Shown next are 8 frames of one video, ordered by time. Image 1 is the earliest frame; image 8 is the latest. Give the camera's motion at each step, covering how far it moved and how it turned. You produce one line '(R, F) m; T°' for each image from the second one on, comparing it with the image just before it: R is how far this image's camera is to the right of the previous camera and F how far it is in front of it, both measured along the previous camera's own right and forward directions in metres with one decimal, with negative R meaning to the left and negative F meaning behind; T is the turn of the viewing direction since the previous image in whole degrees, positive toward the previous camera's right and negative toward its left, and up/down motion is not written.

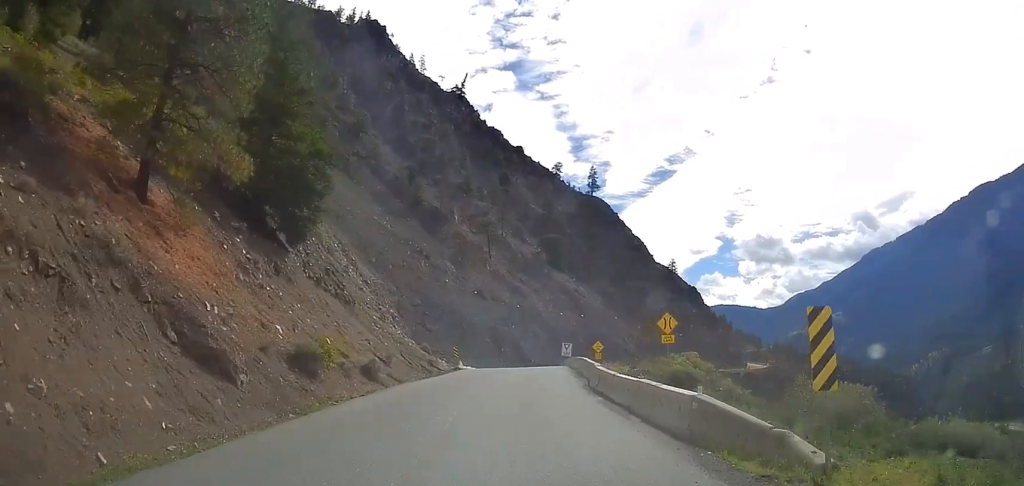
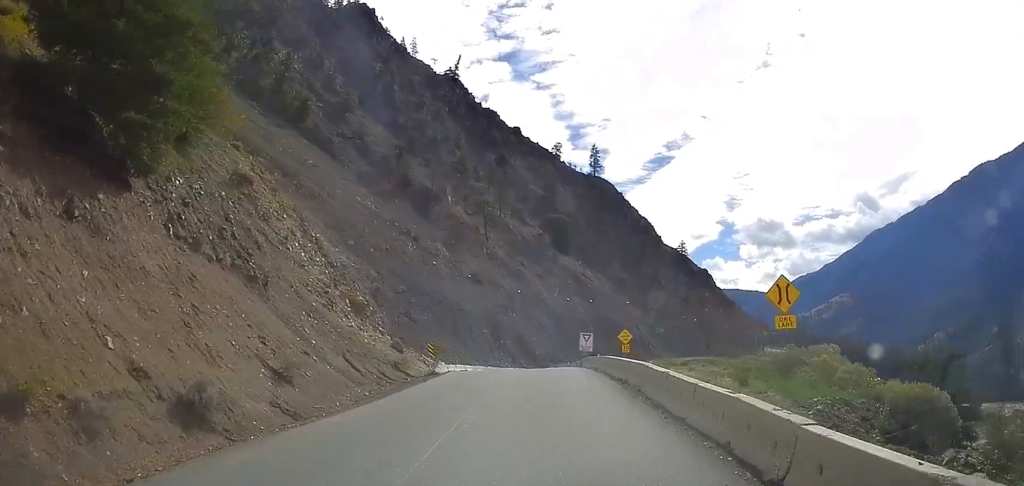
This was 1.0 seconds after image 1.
(-0.6, +17.3) m; -2°
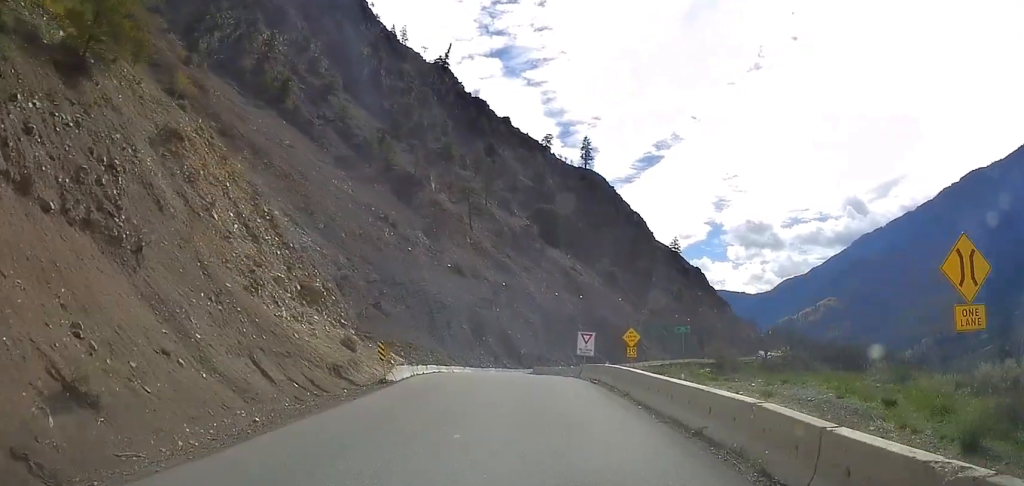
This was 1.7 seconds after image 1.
(0.0, +10.5) m; 0°
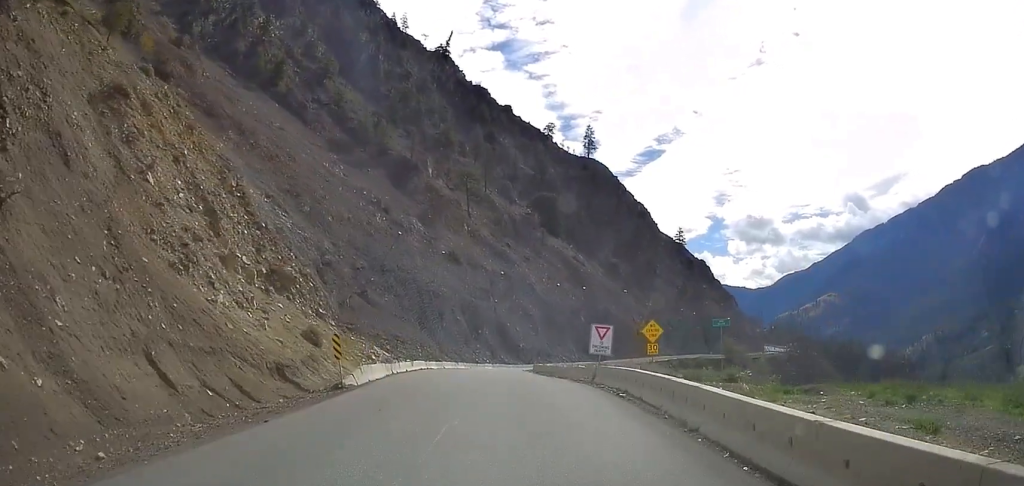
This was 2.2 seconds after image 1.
(0.0, +7.2) m; 0°
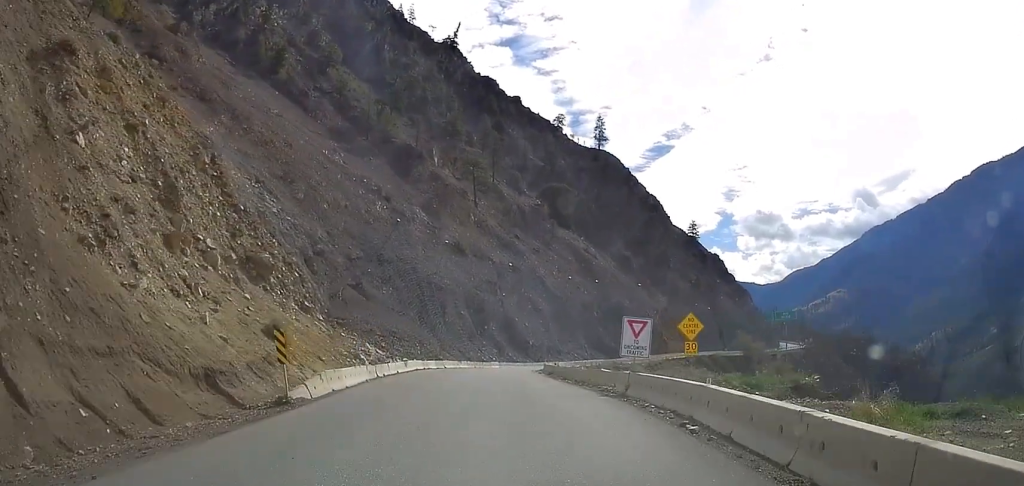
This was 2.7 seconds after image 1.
(0.0, +6.7) m; 0°
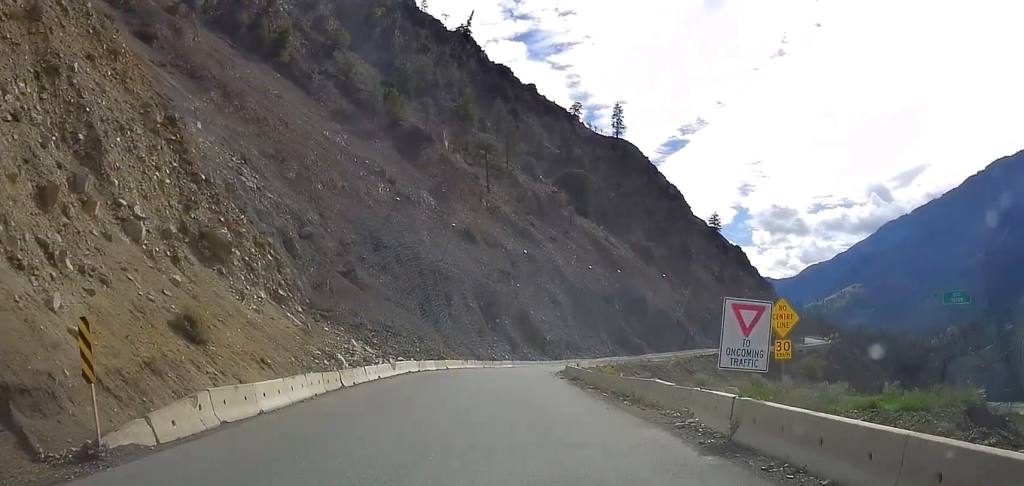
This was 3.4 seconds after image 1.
(+0.1, +8.9) m; +1°
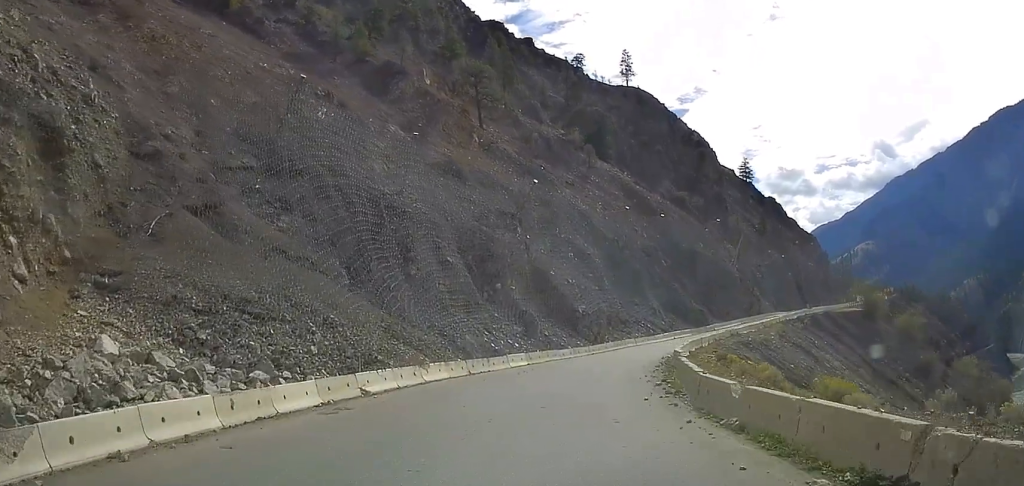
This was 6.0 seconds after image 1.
(-1.4, +29.9) m; -2°
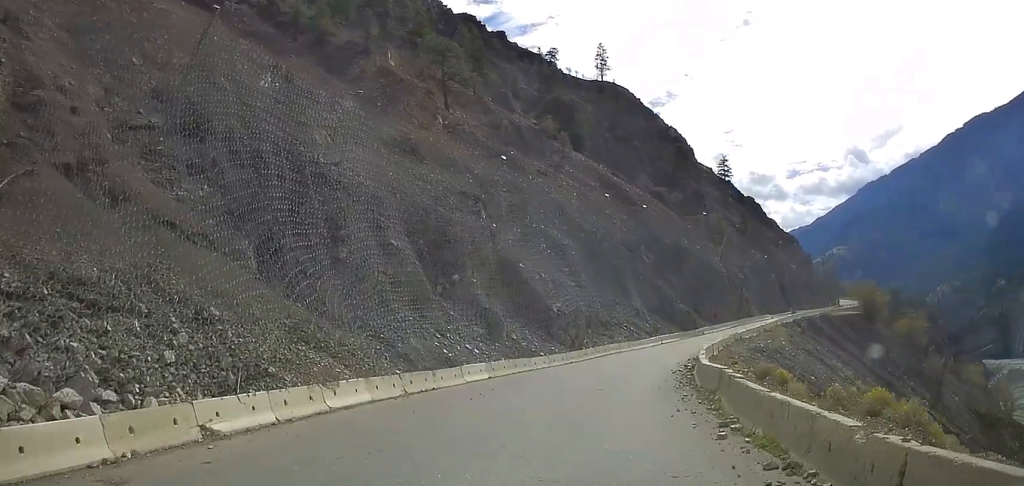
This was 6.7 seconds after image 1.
(+0.1, +8.4) m; +6°
